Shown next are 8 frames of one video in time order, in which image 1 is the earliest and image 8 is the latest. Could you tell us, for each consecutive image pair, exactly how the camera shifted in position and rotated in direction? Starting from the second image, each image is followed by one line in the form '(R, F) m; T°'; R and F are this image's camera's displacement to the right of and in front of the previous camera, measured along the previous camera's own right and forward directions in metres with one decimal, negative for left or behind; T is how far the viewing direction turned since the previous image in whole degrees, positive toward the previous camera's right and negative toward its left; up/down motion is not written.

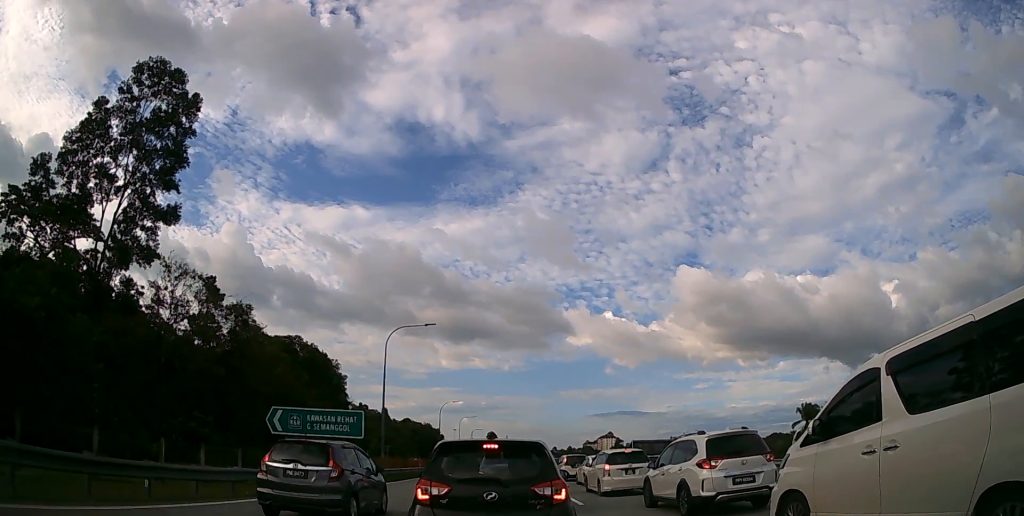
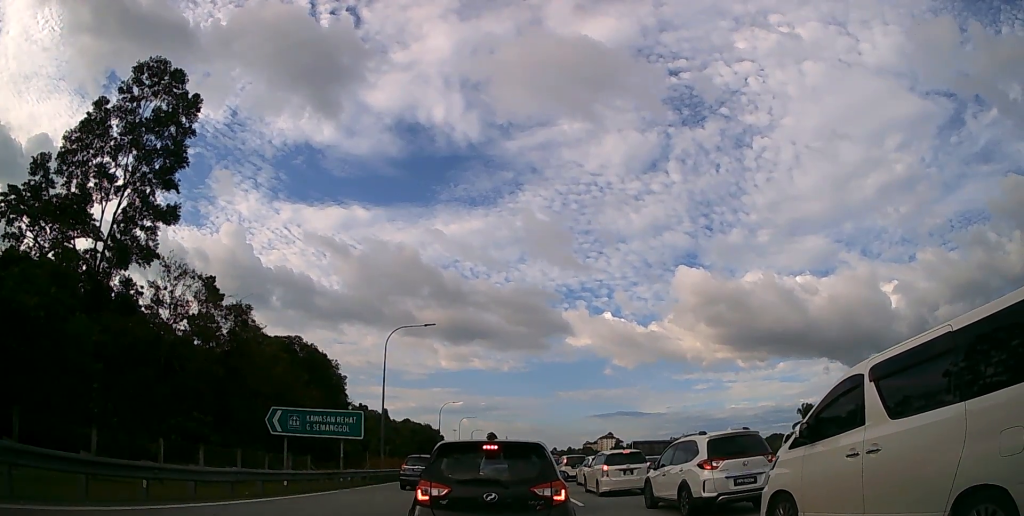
(0.0, +0.3) m; 0°
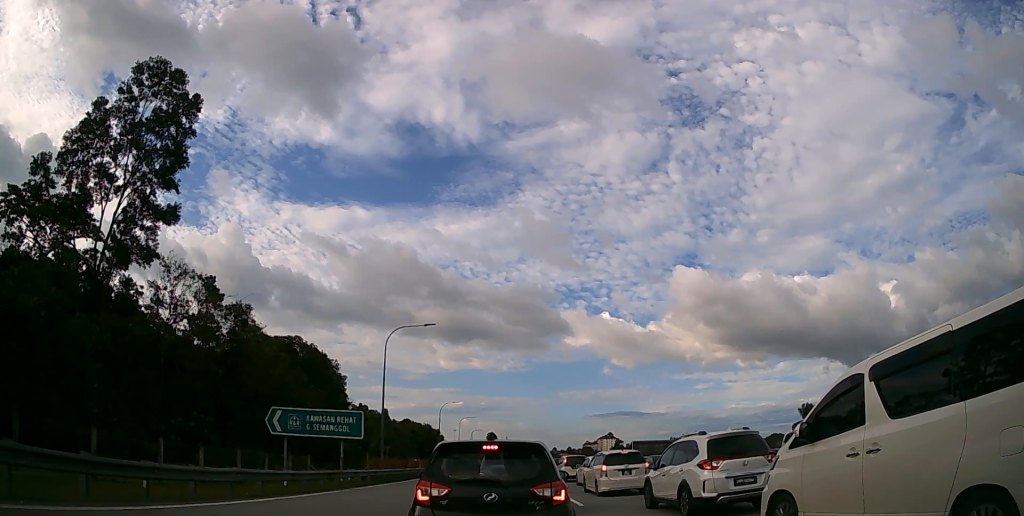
(0.0, +0.6) m; 0°
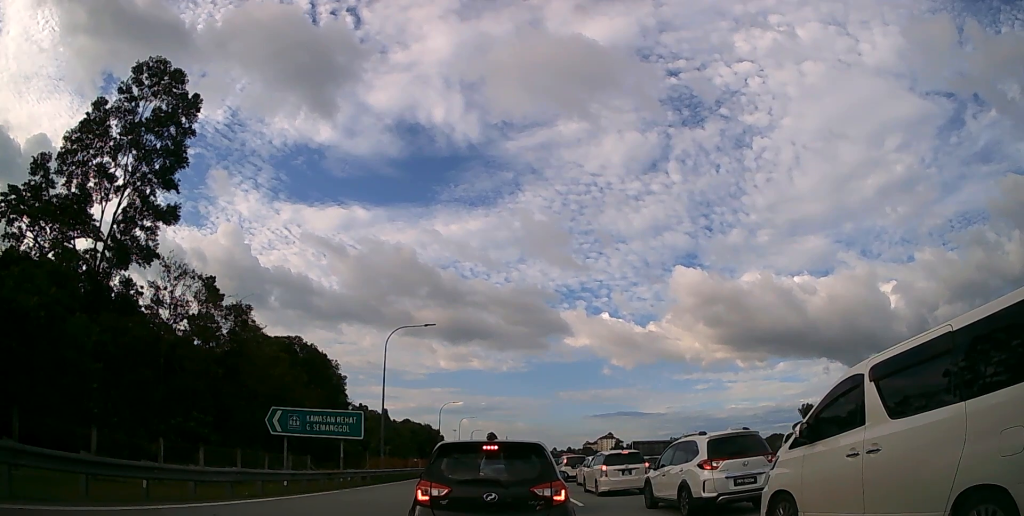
(0.0, 0.0) m; 0°
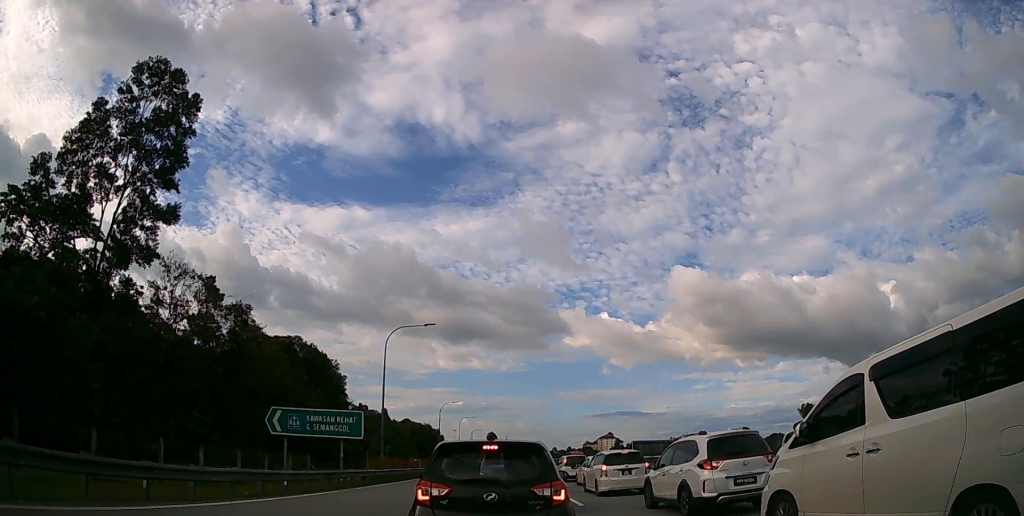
(0.0, 0.0) m; 0°
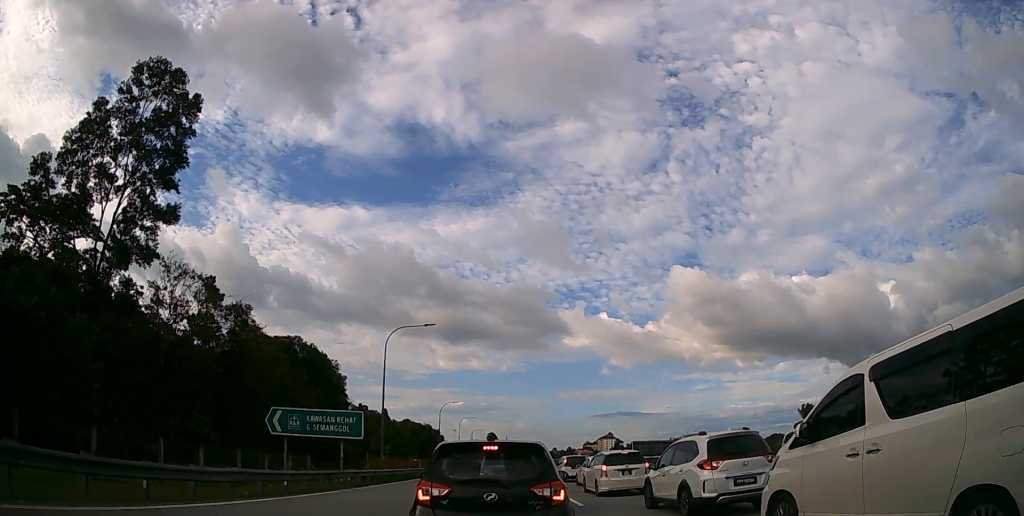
(0.0, 0.0) m; 0°
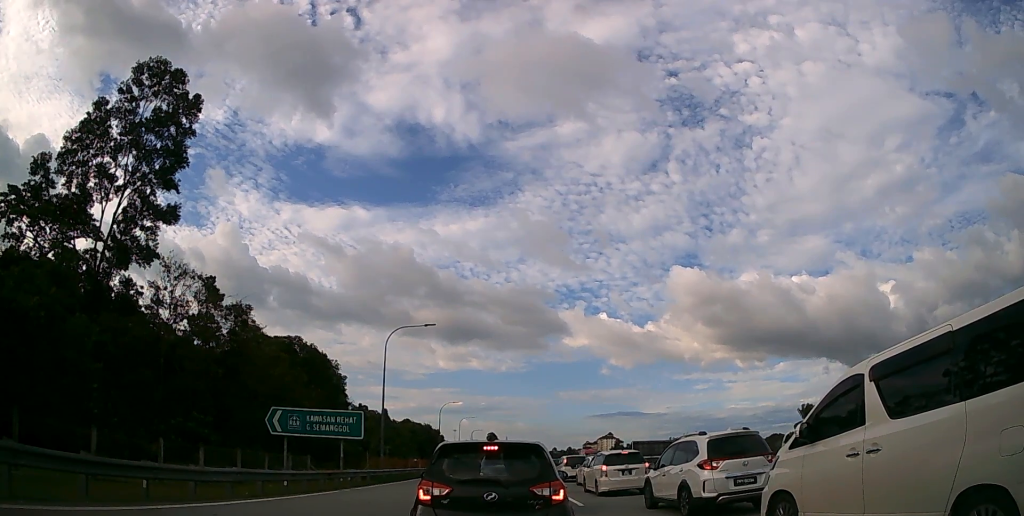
(0.0, 0.0) m; 0°
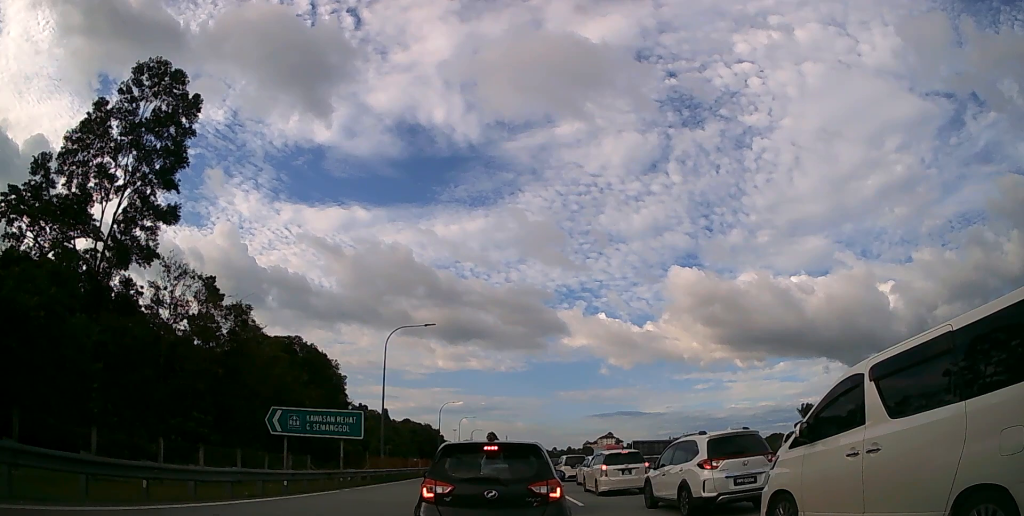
(0.0, 0.0) m; 0°
